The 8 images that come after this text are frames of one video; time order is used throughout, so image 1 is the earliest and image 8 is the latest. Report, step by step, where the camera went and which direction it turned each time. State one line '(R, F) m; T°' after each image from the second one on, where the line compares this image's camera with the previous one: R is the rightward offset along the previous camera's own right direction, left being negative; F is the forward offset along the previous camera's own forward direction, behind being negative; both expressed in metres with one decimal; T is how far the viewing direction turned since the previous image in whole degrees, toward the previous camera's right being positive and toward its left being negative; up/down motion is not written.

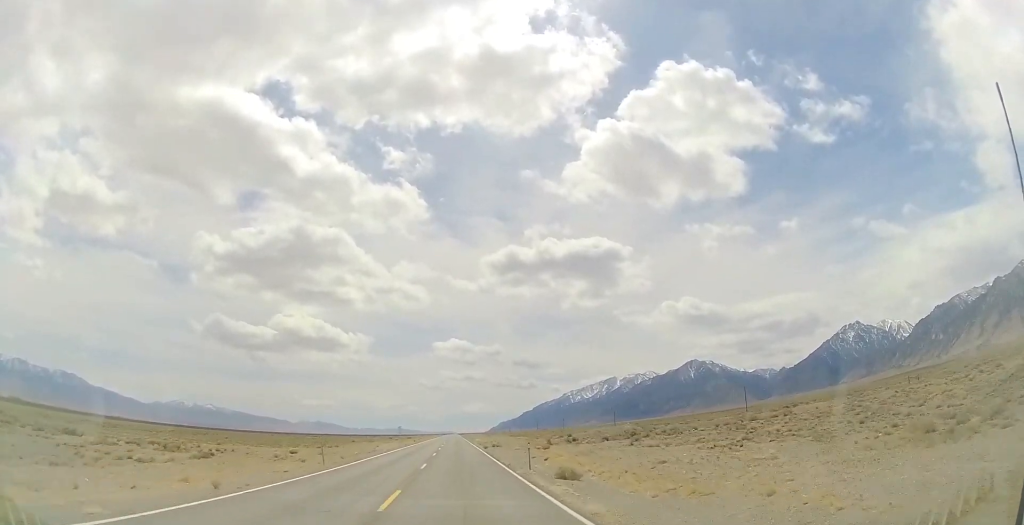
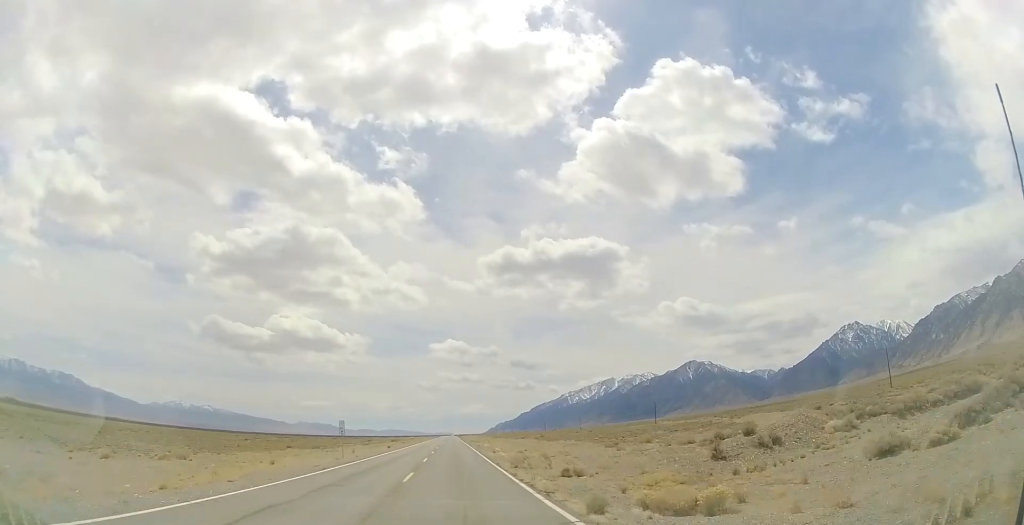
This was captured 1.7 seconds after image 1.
(+0.5, +42.6) m; +1°
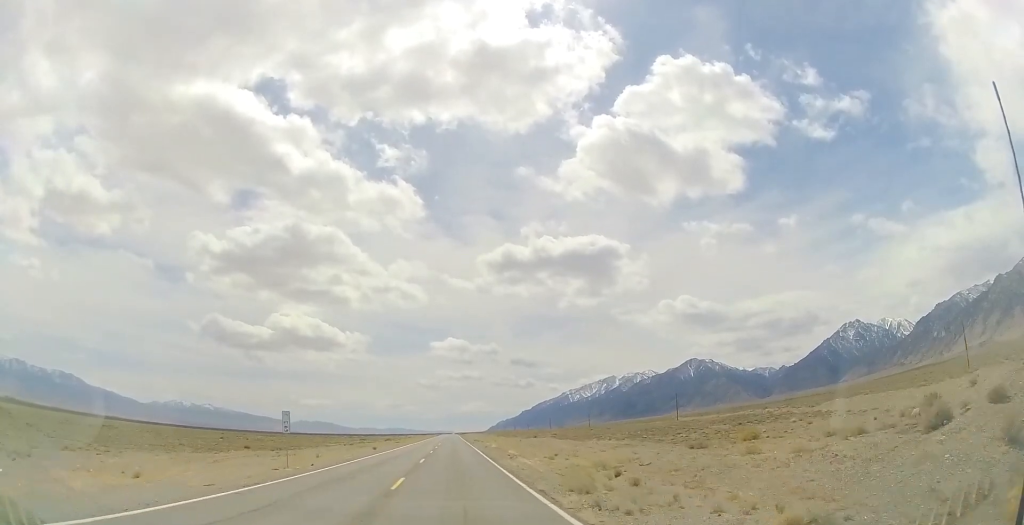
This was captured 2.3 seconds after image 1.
(0.0, +14.7) m; 0°
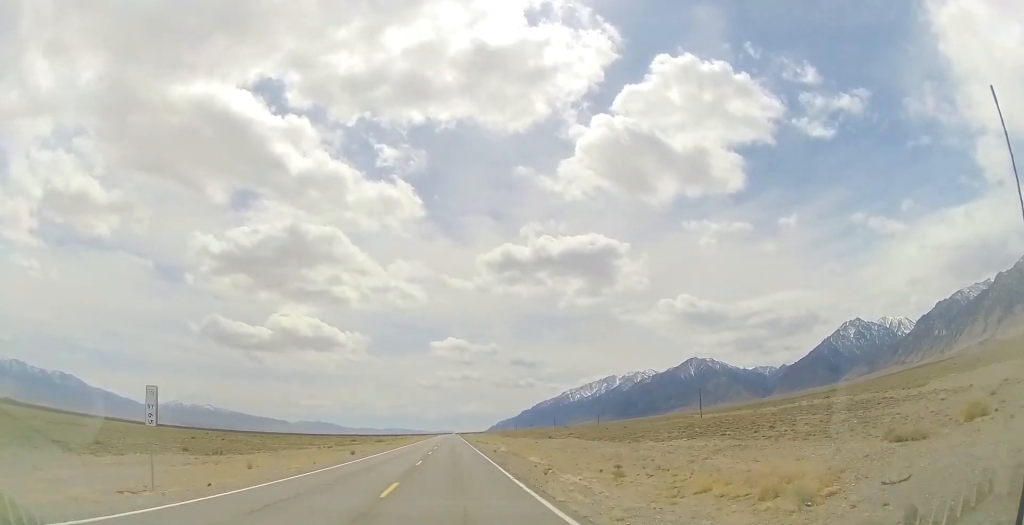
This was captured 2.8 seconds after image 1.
(0.0, +13.7) m; -1°
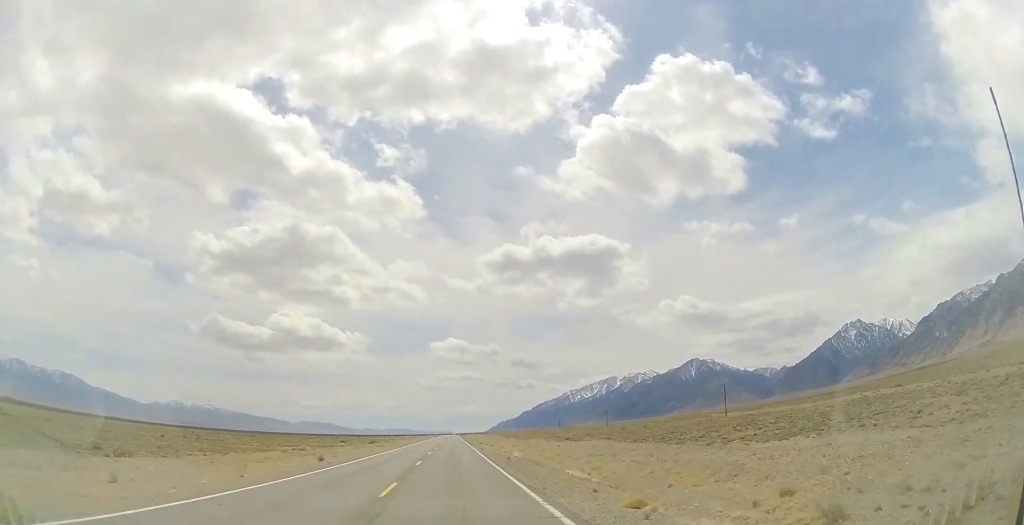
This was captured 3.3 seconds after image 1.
(+0.1, +12.0) m; -1°
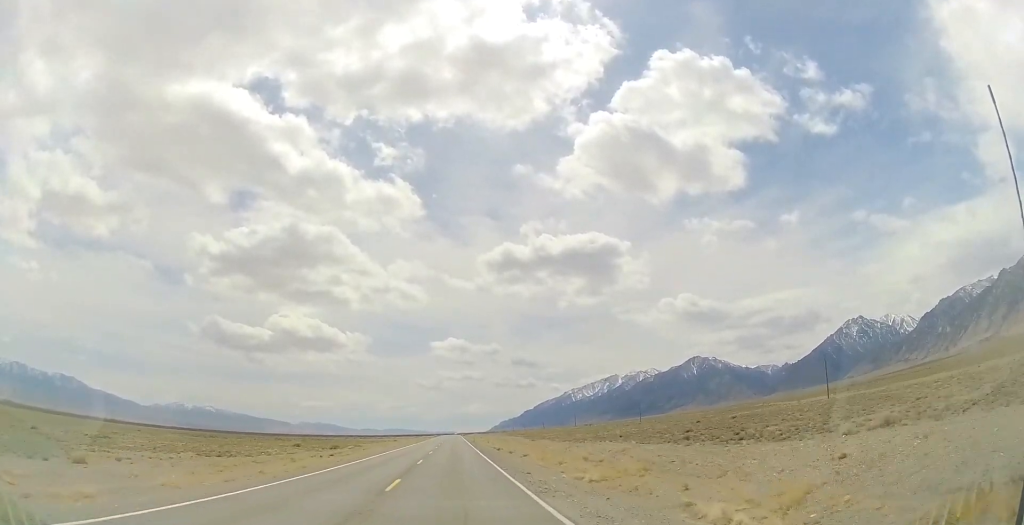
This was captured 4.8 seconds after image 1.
(-0.3, +34.5) m; 0°
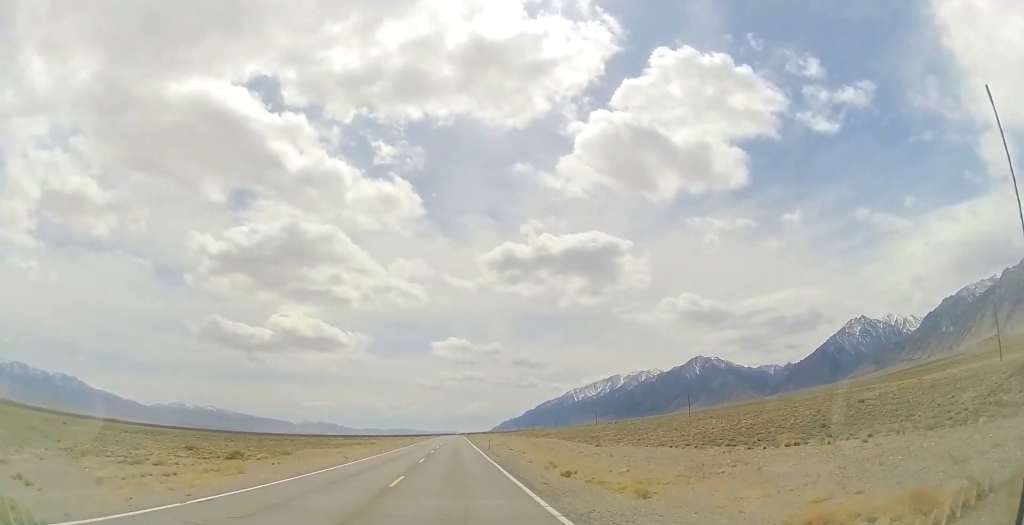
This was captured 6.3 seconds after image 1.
(-0.2, +34.9) m; 0°
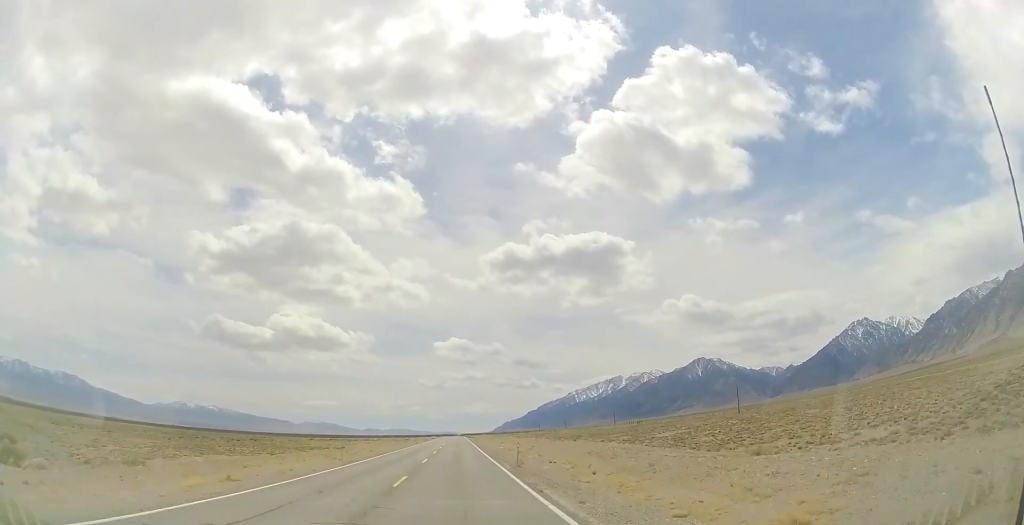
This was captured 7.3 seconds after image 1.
(+0.4, +24.0) m; 0°
